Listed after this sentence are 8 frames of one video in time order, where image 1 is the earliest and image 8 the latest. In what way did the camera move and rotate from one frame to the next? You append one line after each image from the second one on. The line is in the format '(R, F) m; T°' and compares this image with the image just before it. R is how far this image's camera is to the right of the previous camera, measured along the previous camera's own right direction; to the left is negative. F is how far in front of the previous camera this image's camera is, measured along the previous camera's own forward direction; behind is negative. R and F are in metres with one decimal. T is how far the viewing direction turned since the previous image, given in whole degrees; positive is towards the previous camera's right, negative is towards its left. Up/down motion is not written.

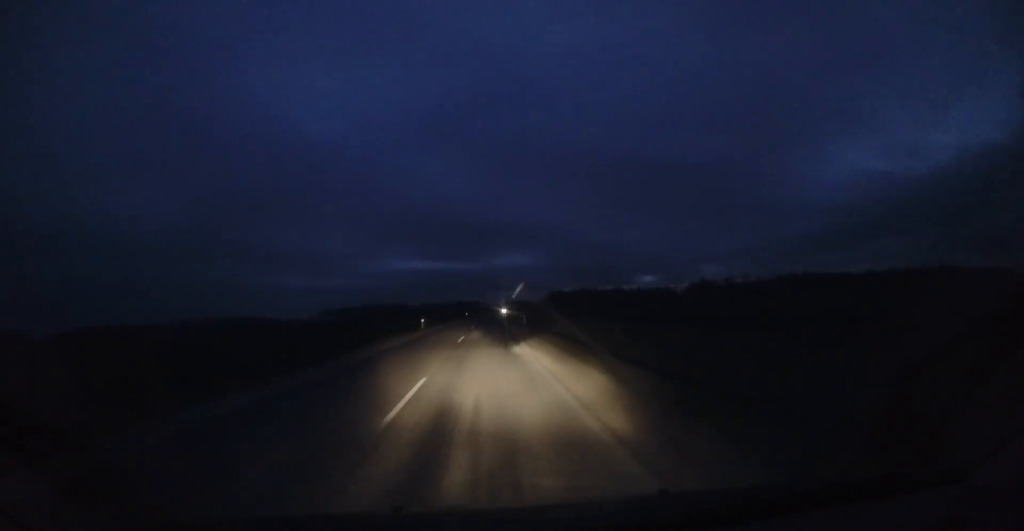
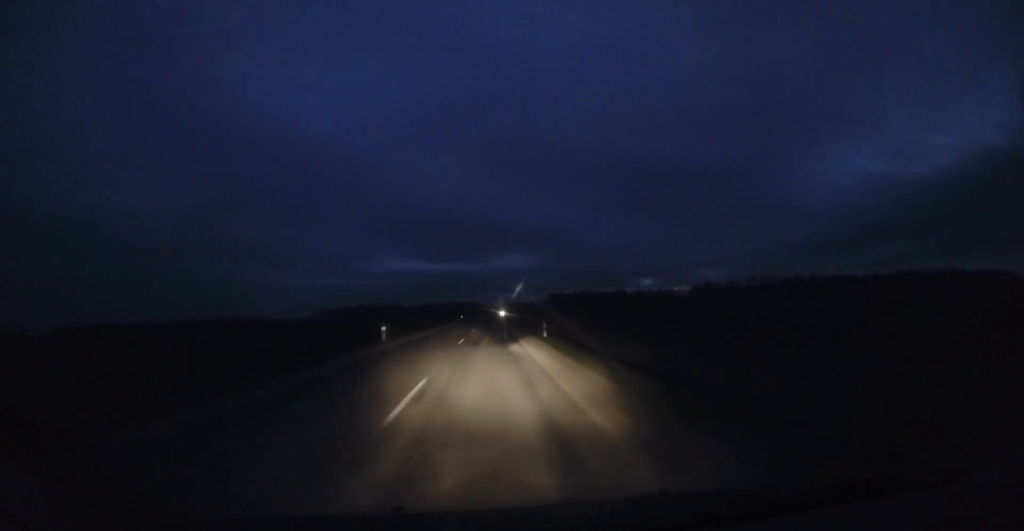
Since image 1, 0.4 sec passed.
(0.0, +12.3) m; 0°
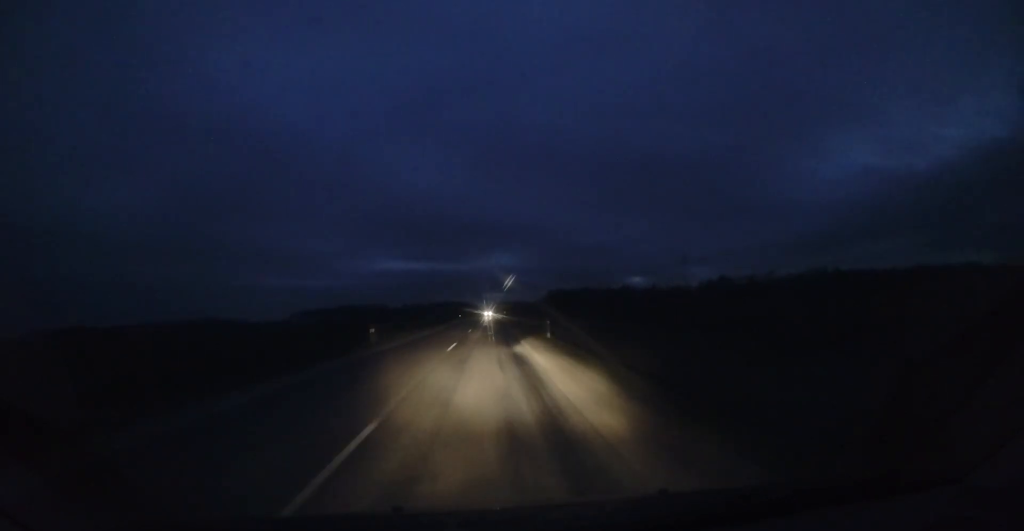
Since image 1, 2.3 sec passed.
(+0.1, +50.6) m; 0°
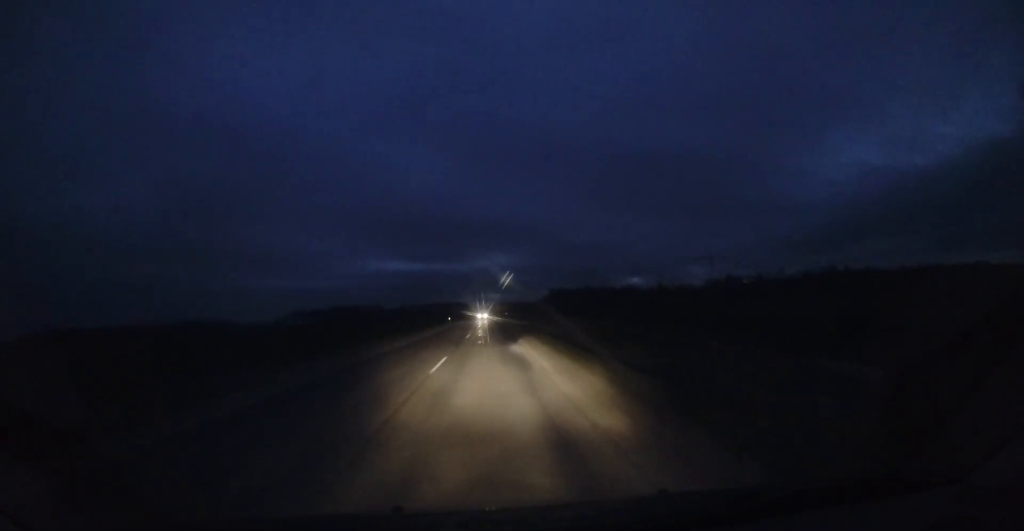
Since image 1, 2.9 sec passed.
(+0.2, +16.3) m; -1°
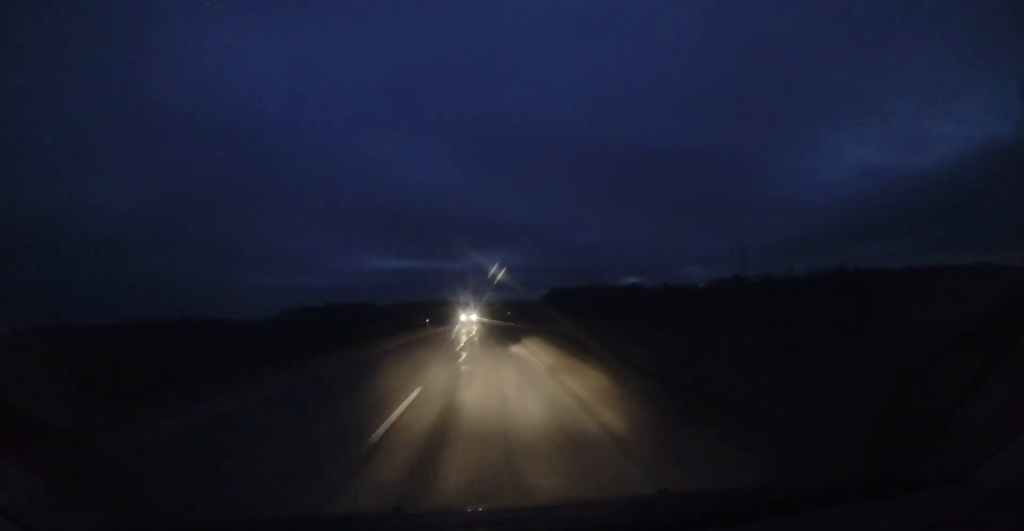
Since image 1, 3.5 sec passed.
(-0.4, +17.1) m; +1°
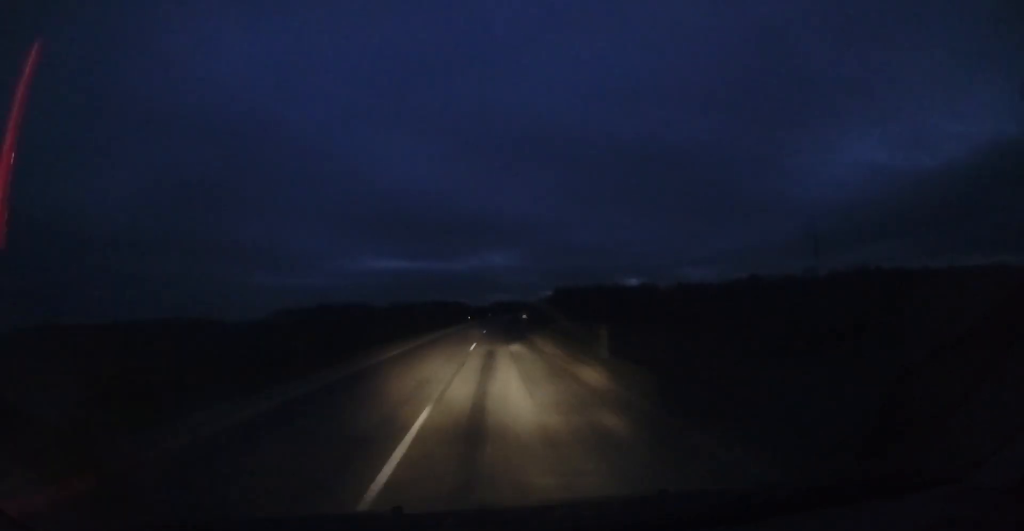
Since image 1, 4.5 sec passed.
(+0.5, +25.0) m; +2°
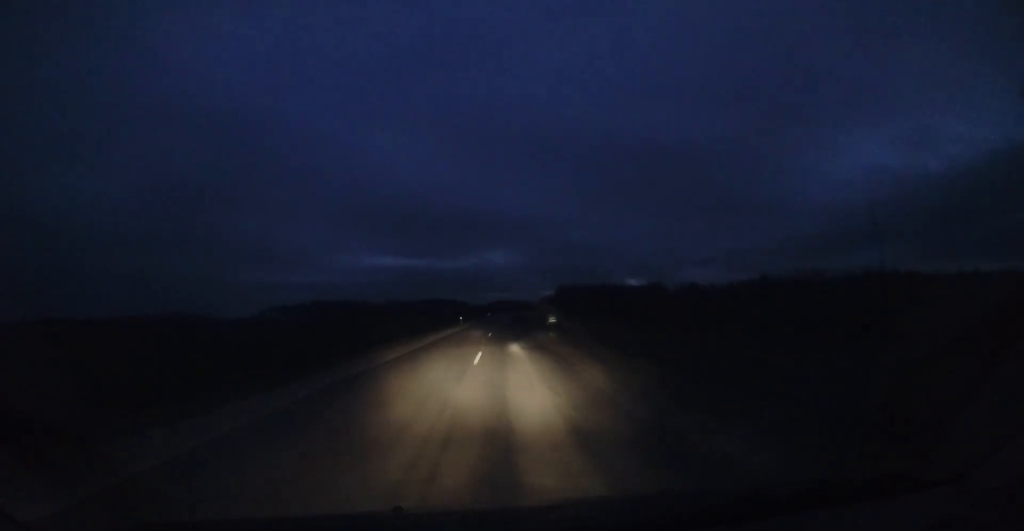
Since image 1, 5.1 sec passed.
(+0.3, +16.1) m; +1°
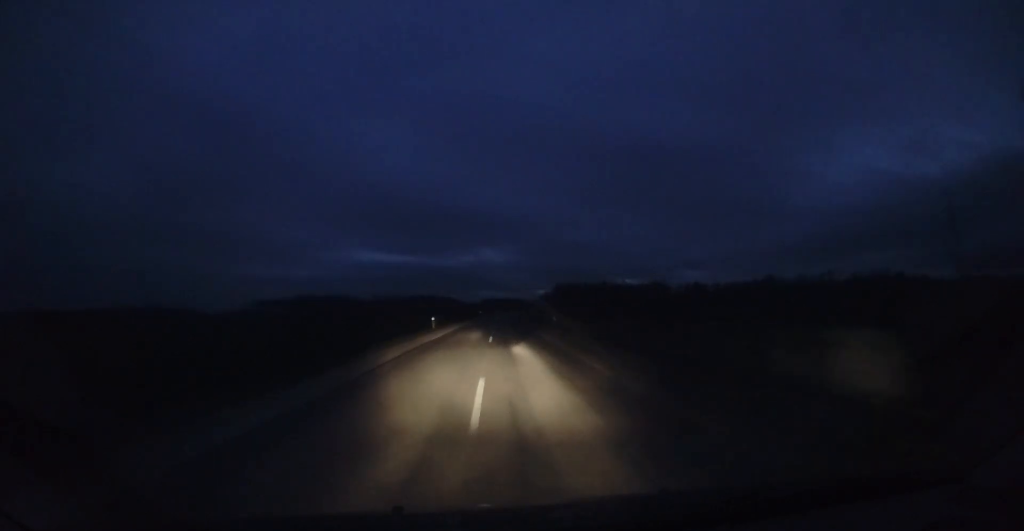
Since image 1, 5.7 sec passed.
(-0.1, +18.0) m; +1°
